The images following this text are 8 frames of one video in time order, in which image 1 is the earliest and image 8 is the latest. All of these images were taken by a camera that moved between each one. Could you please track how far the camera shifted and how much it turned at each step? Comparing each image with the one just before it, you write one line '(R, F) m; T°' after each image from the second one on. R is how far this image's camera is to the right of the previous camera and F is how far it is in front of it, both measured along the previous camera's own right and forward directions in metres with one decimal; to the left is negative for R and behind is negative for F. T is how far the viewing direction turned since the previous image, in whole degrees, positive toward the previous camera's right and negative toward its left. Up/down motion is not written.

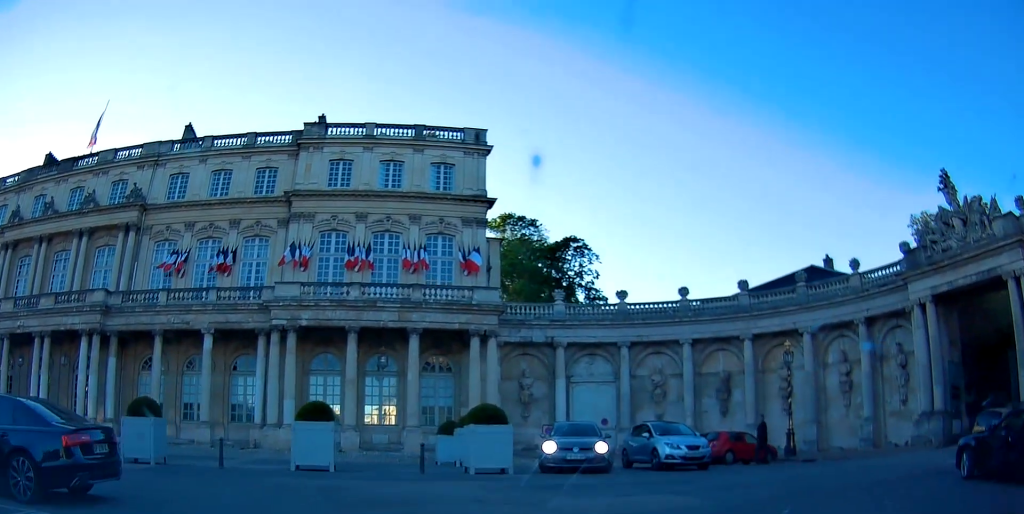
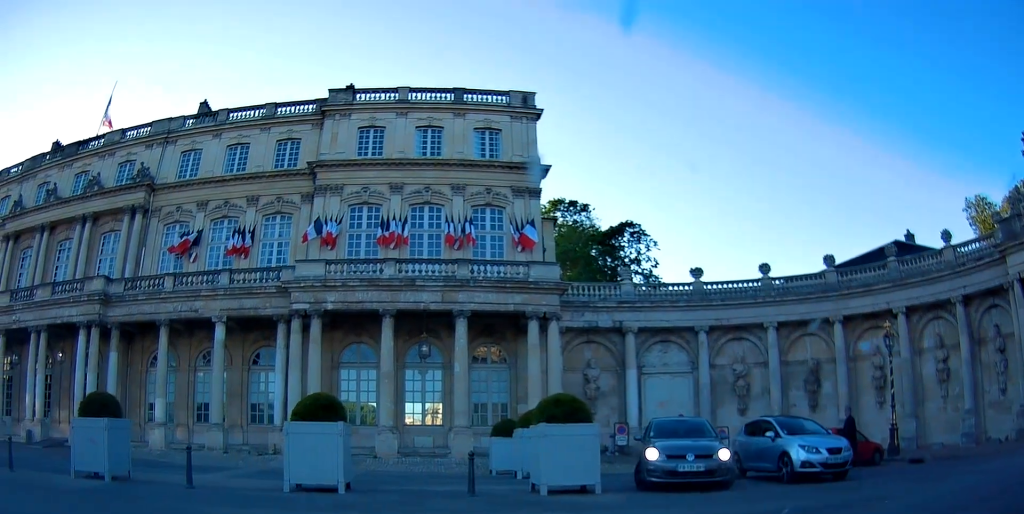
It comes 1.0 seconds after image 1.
(+0.1, +5.6) m; -11°
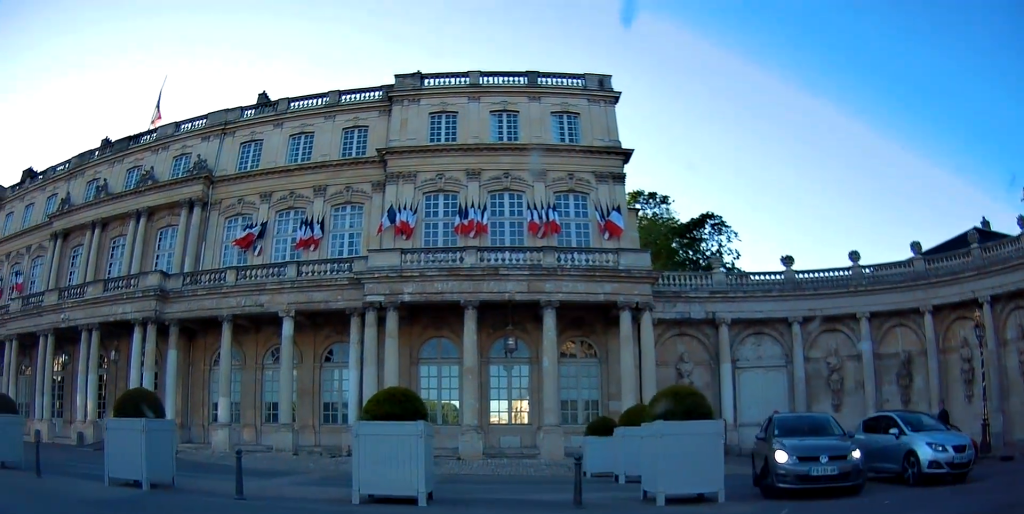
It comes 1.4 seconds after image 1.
(+0.2, +2.1) m; -7°
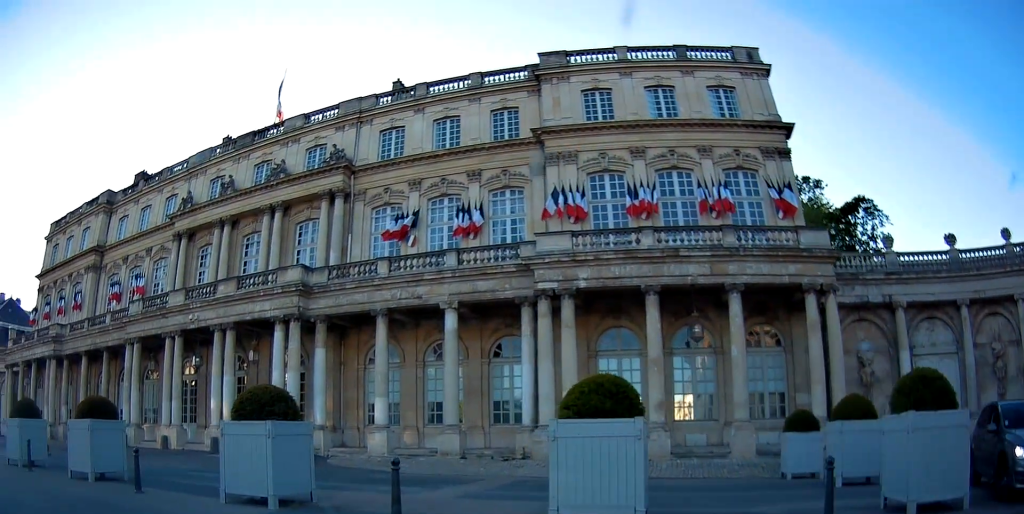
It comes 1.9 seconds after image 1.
(-0.8, +2.6) m; -12°
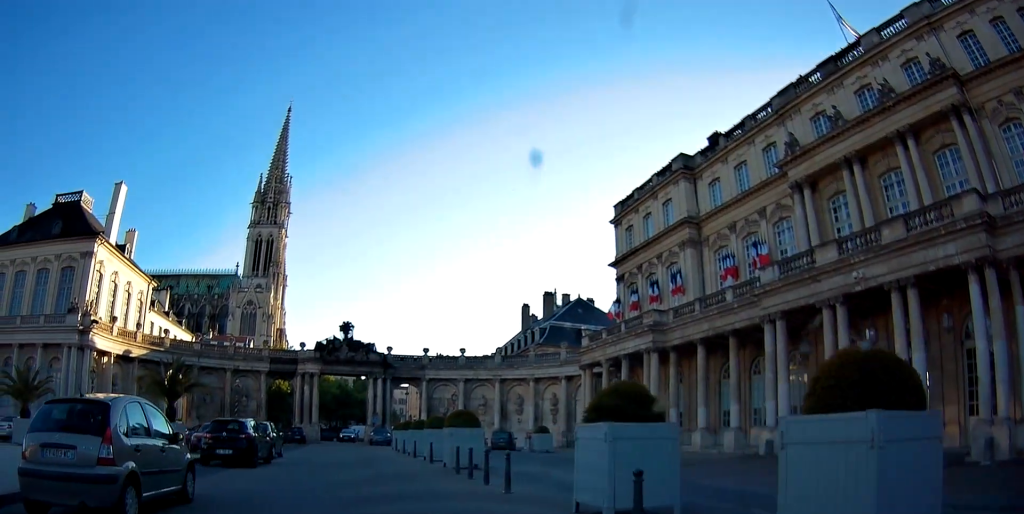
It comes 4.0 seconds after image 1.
(-3.3, +8.0) m; -48°
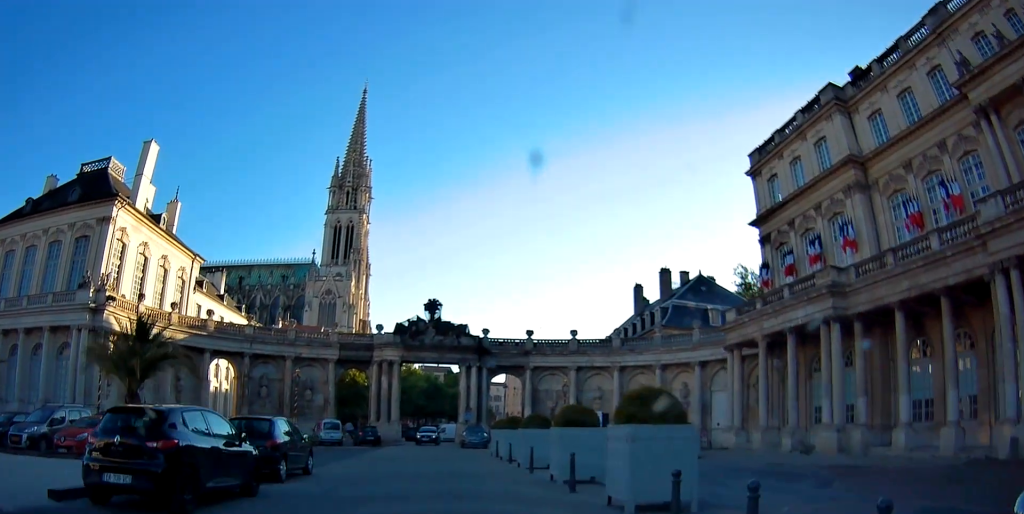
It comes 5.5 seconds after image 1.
(-1.7, +7.8) m; -20°
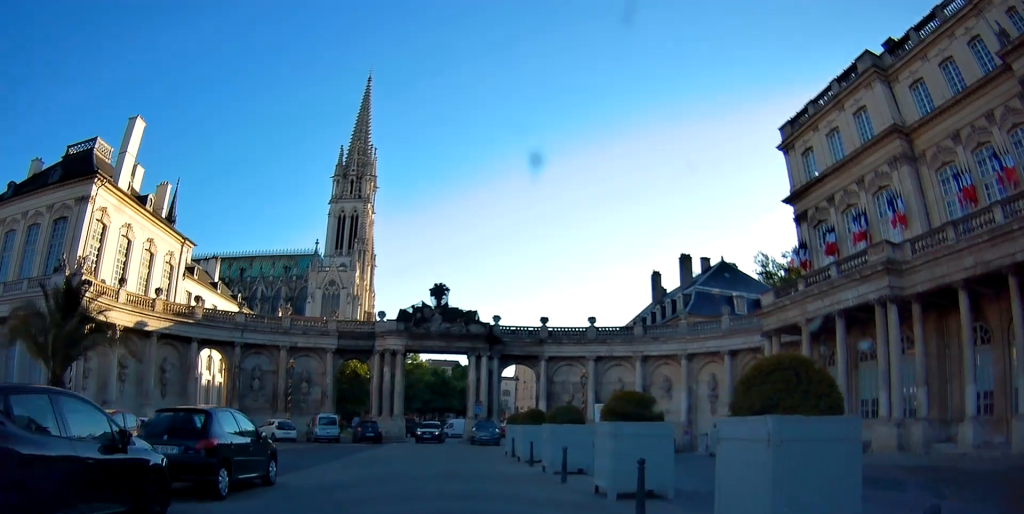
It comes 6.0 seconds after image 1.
(-0.2, +3.3) m; -5°
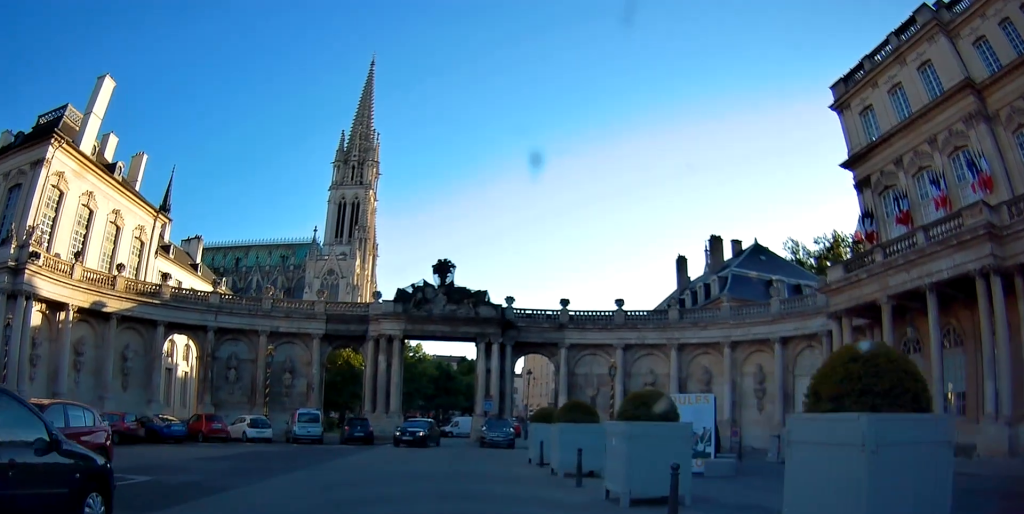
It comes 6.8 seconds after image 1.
(-0.4, +5.9) m; -3°
